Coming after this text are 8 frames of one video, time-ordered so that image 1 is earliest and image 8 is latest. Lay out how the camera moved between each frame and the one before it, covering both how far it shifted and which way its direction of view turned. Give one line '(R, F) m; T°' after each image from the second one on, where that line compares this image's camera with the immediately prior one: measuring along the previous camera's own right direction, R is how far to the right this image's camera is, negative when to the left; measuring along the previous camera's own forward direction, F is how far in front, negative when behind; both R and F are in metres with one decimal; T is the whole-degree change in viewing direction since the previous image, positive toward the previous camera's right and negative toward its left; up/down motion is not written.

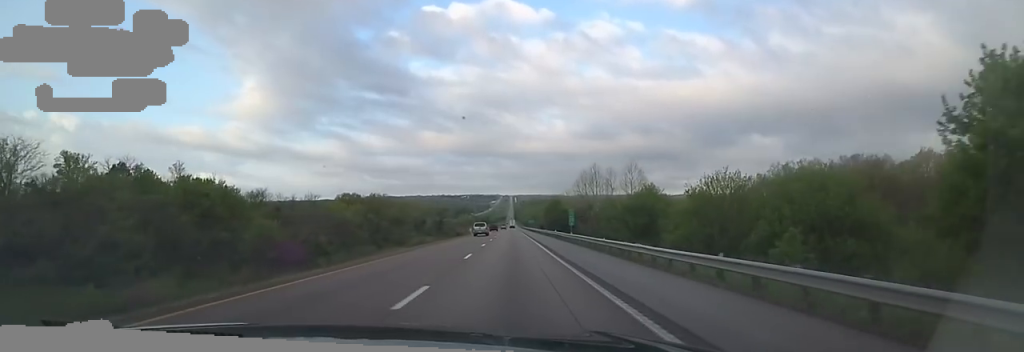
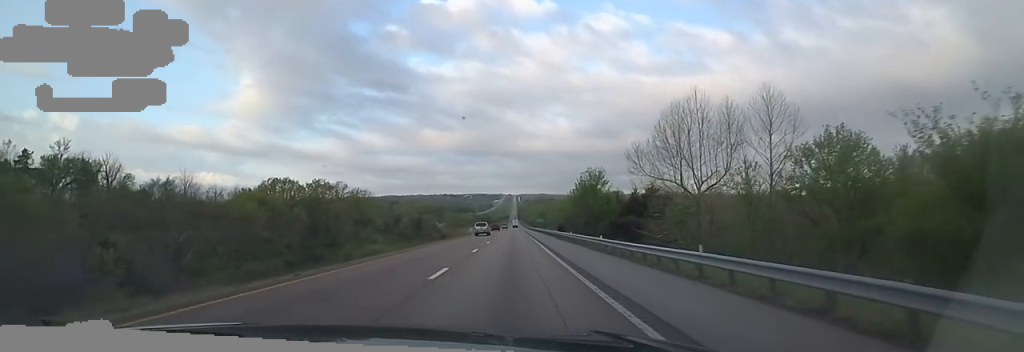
(0.0, +44.9) m; 0°
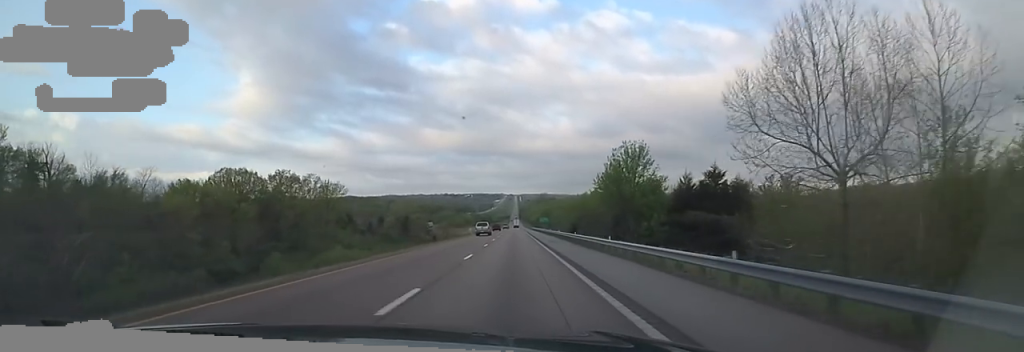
(-0.5, +17.3) m; 0°
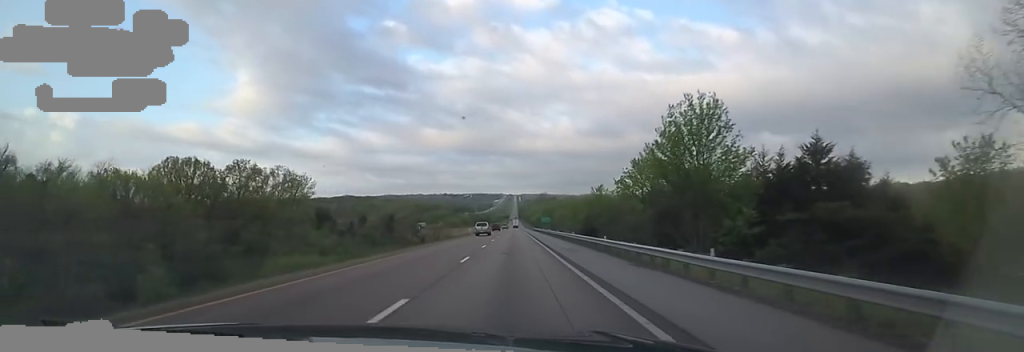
(+0.3, +13.7) m; +1°
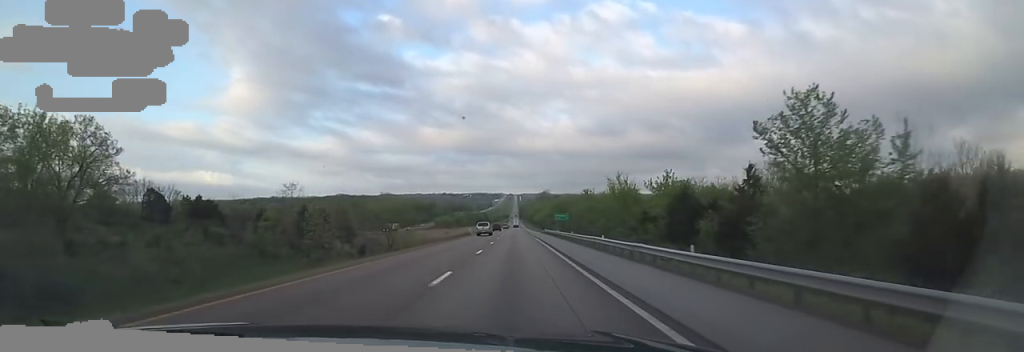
(+1.1, +43.4) m; +1°
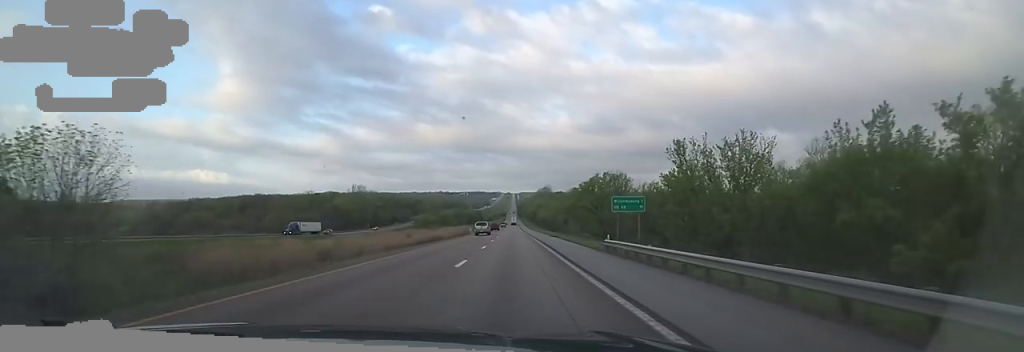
(-1.2, +56.3) m; -2°
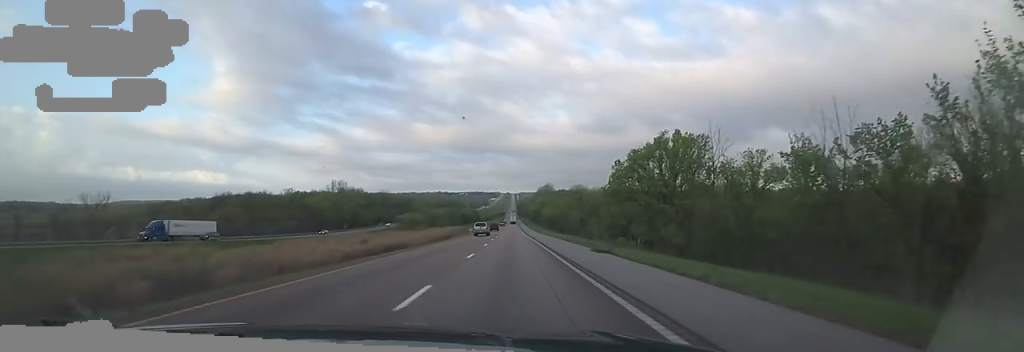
(-0.2, +32.9) m; +1°
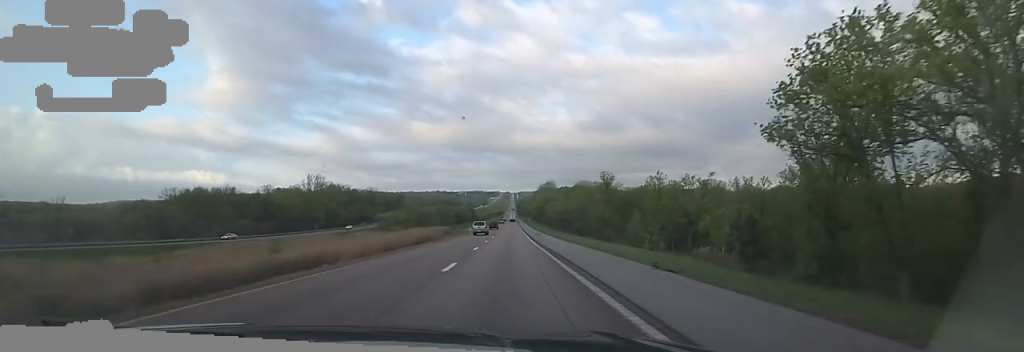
(+1.2, +30.6) m; 0°
